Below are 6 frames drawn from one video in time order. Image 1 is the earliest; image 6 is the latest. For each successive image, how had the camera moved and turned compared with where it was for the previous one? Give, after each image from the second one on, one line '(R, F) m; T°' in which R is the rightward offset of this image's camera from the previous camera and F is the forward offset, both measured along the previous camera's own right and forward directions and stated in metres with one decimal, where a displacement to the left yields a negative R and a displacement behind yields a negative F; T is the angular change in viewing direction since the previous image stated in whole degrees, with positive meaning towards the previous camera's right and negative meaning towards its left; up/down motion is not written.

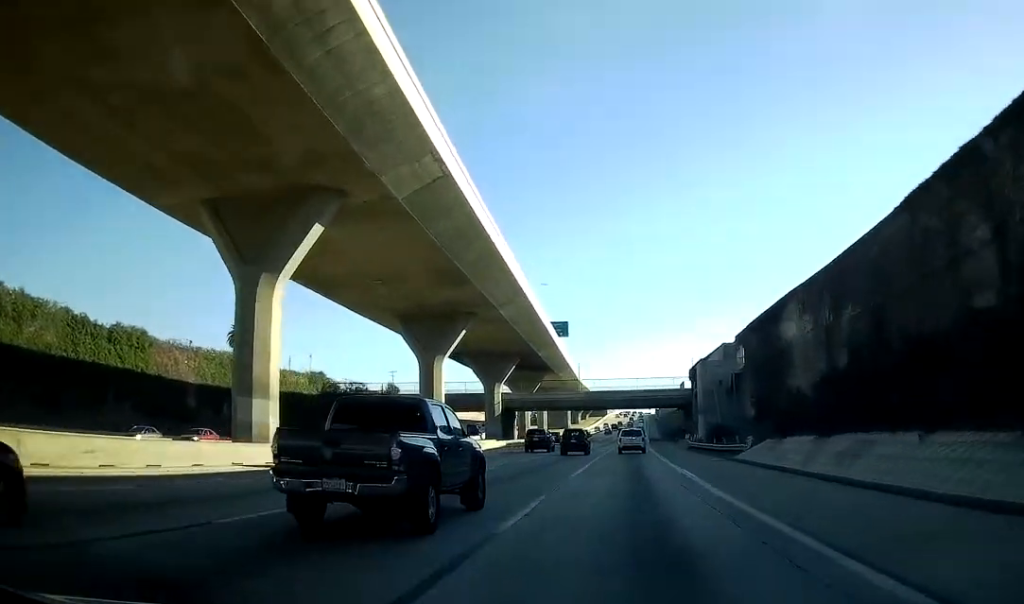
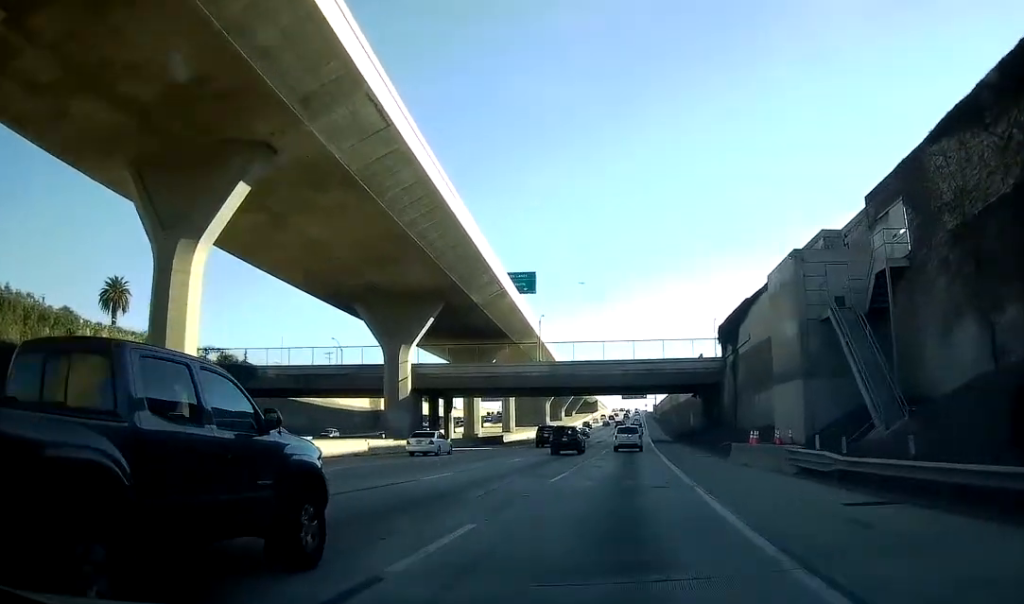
(-0.2, +50.3) m; 0°
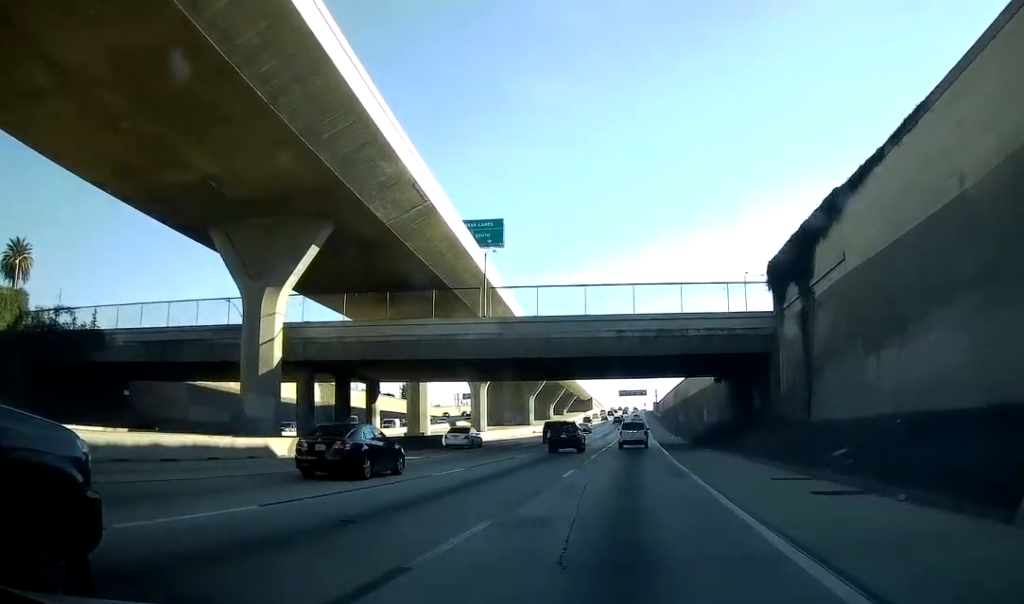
(-0.6, +30.0) m; 0°
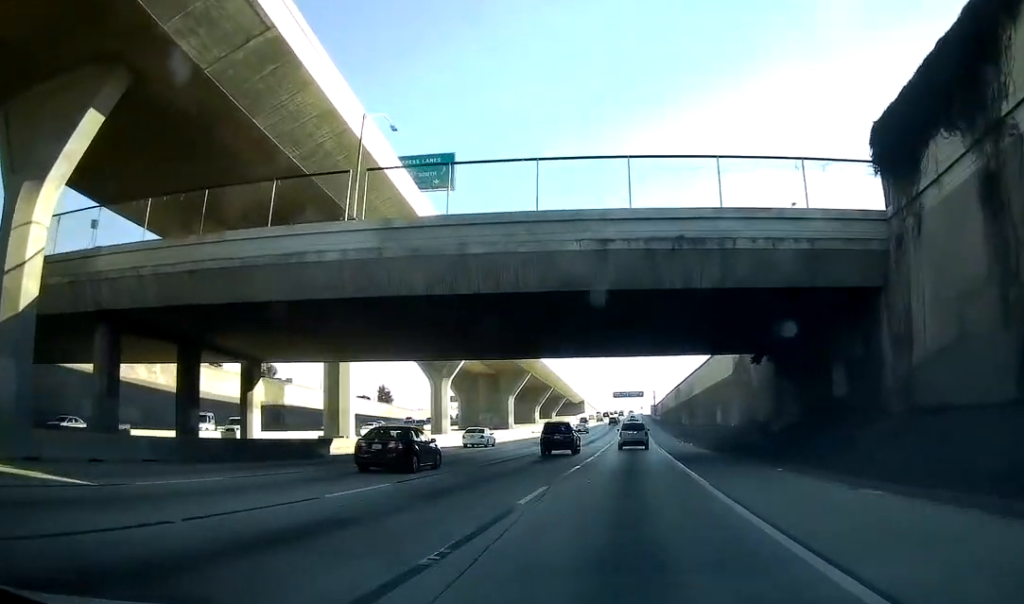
(+0.6, +23.1) m; +2°
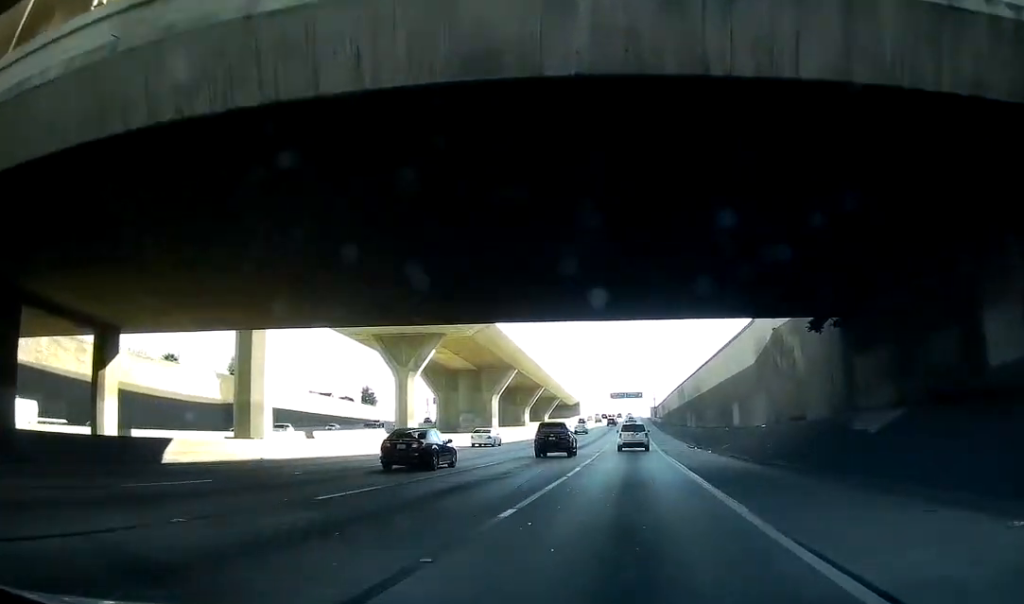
(0.0, +16.1) m; 0°
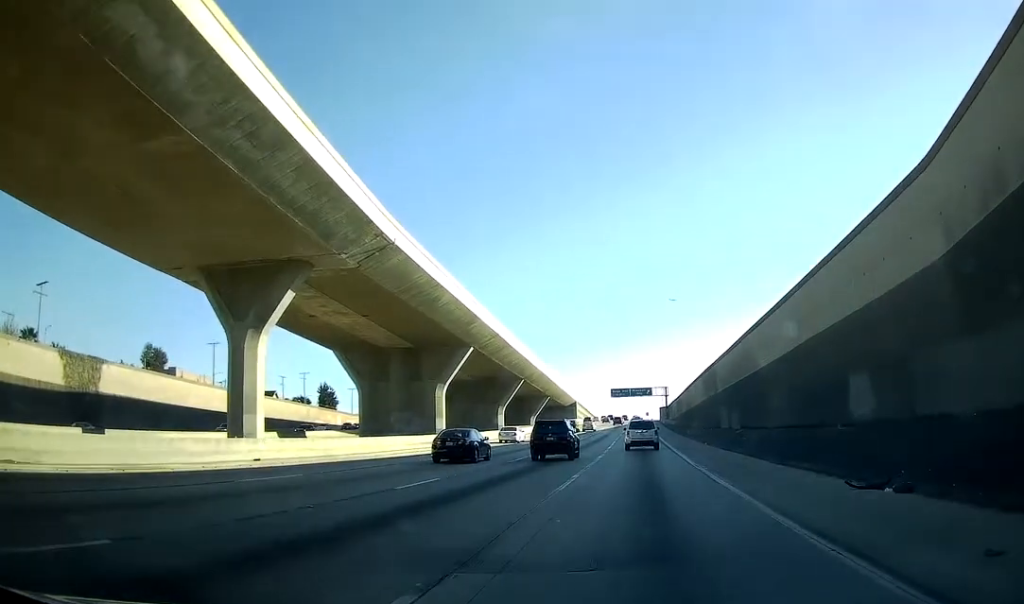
(+0.1, +39.3) m; 0°
